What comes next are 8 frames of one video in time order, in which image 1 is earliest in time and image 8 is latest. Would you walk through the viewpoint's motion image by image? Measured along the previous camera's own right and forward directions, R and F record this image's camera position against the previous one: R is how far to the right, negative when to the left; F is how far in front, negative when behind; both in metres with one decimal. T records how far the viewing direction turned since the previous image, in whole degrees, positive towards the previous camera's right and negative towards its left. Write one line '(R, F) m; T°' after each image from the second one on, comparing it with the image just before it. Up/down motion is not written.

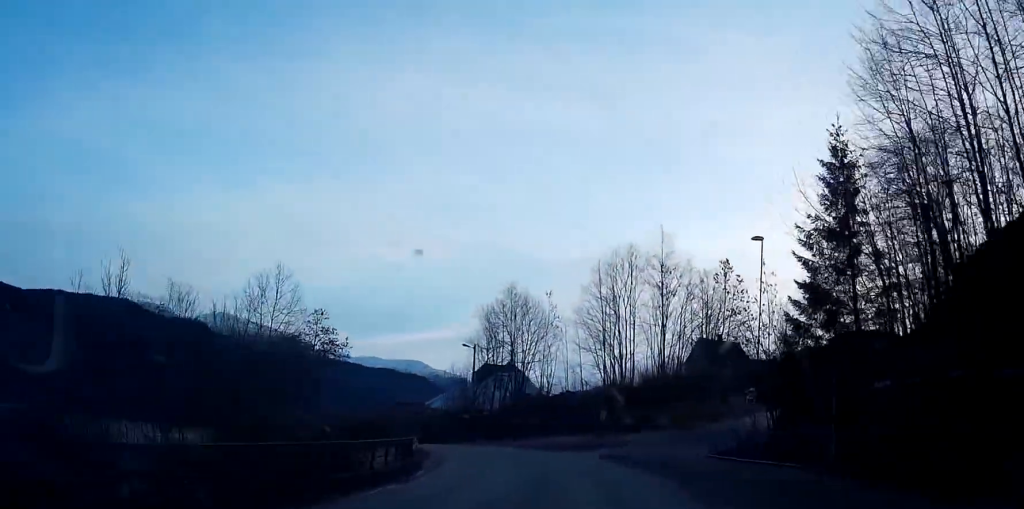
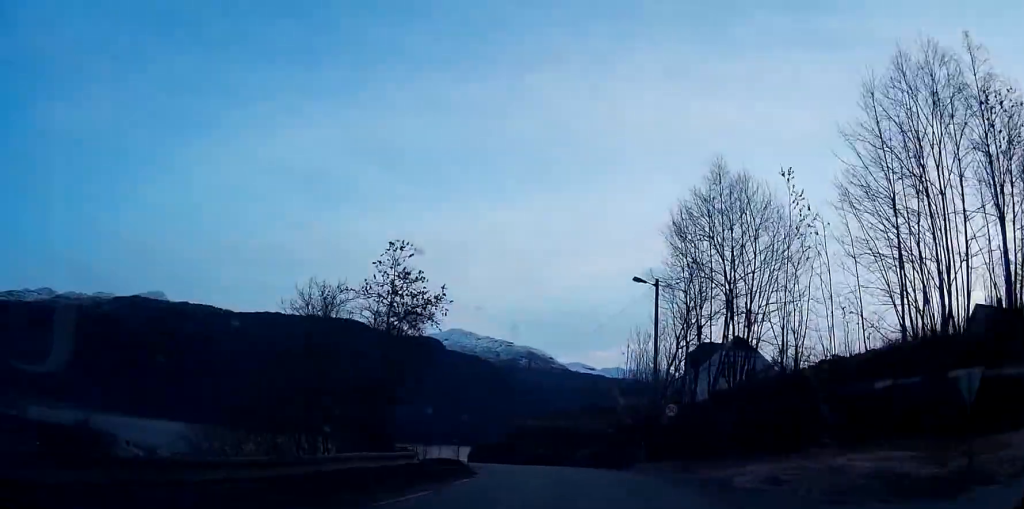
(-5.8, +32.8) m; -19°
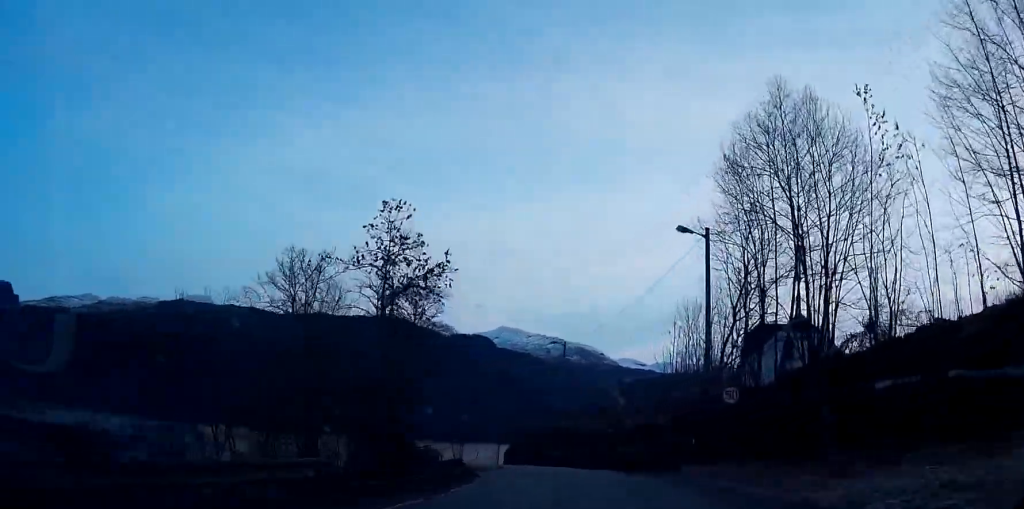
(-0.2, +8.4) m; -4°
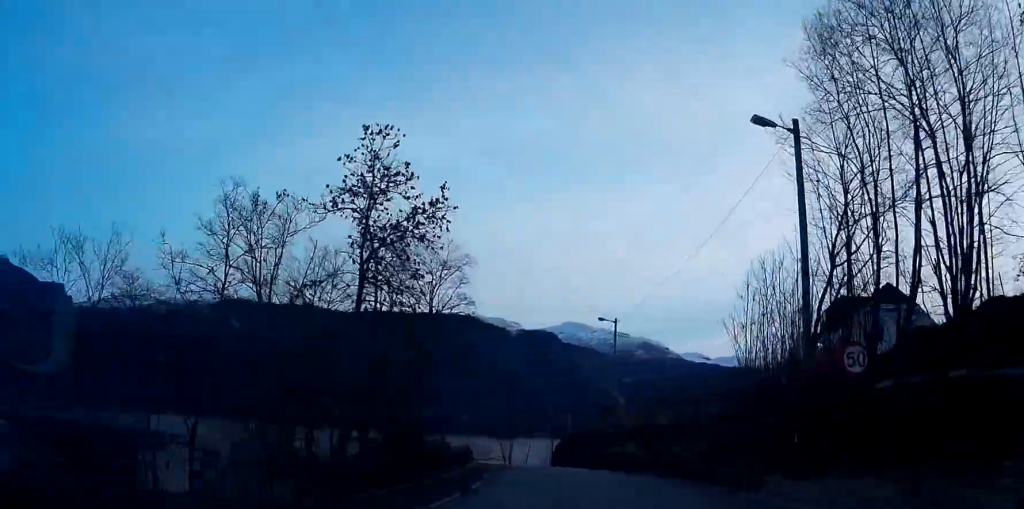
(-0.6, +9.7) m; -5°
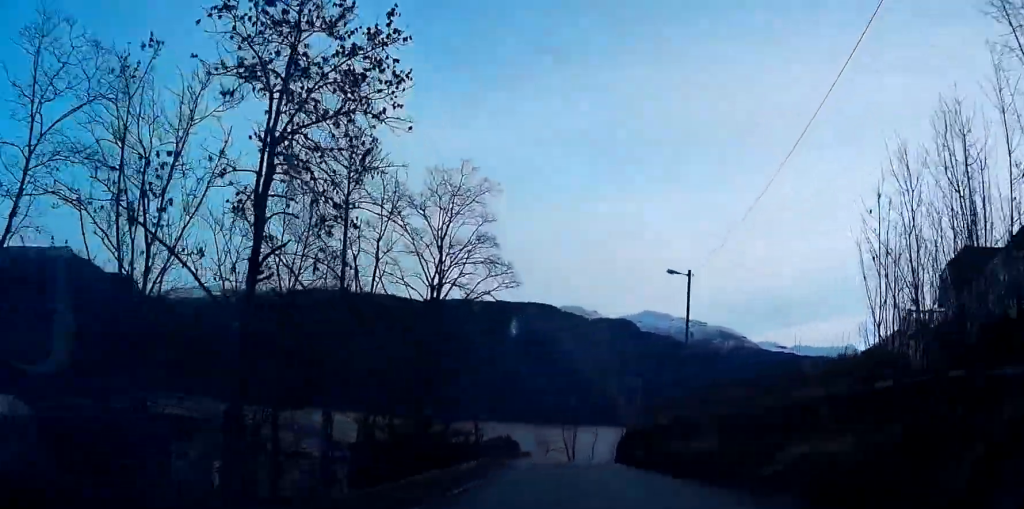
(-0.6, +11.8) m; -5°
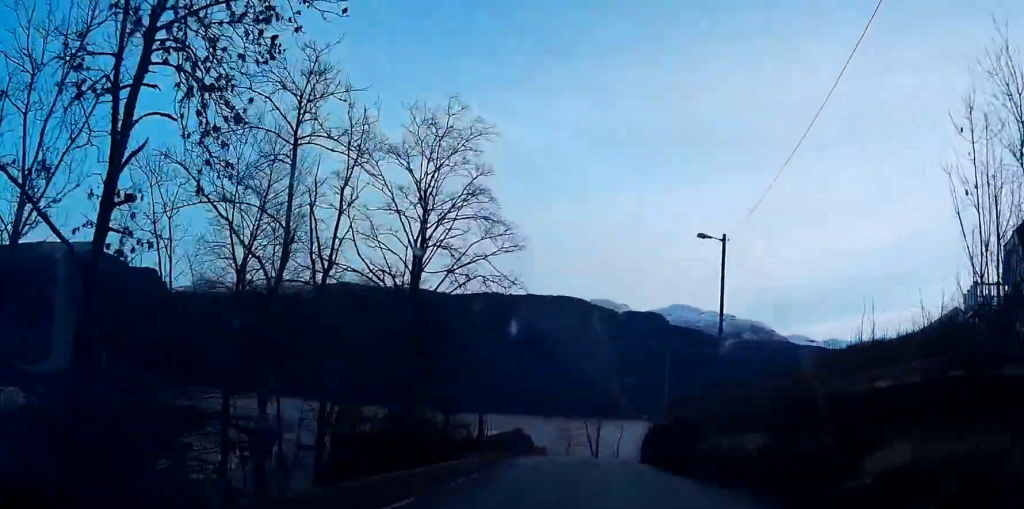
(-0.1, +6.0) m; -2°
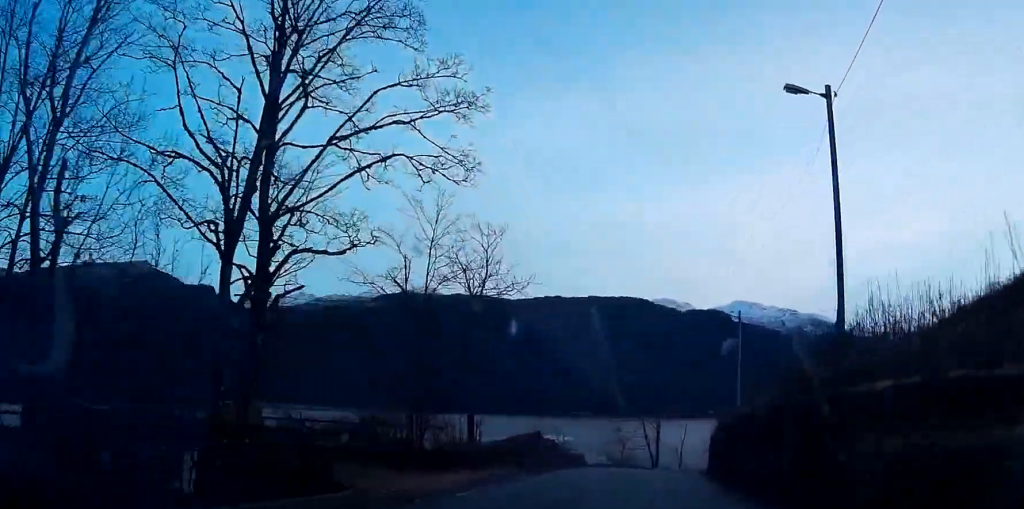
(-0.6, +13.9) m; -5°
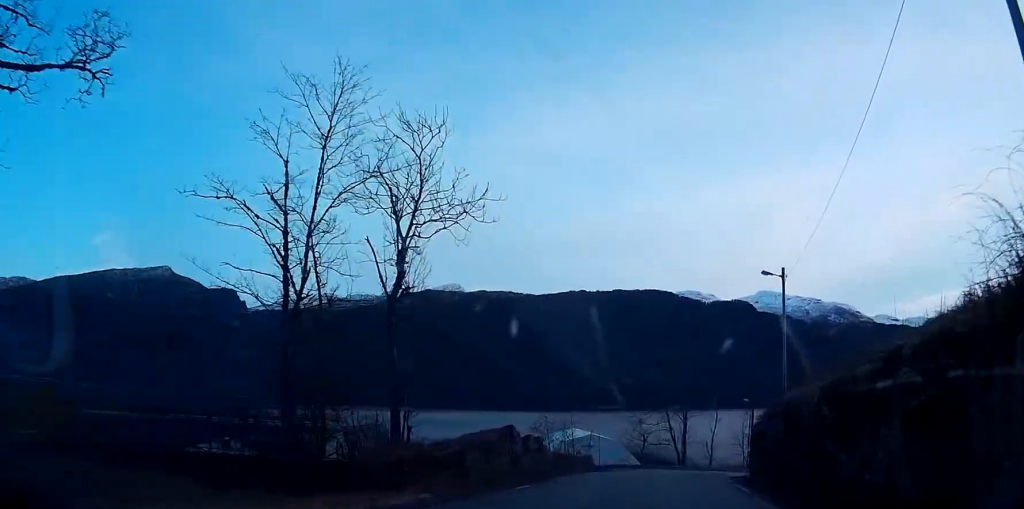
(-0.3, +10.1) m; -1°
